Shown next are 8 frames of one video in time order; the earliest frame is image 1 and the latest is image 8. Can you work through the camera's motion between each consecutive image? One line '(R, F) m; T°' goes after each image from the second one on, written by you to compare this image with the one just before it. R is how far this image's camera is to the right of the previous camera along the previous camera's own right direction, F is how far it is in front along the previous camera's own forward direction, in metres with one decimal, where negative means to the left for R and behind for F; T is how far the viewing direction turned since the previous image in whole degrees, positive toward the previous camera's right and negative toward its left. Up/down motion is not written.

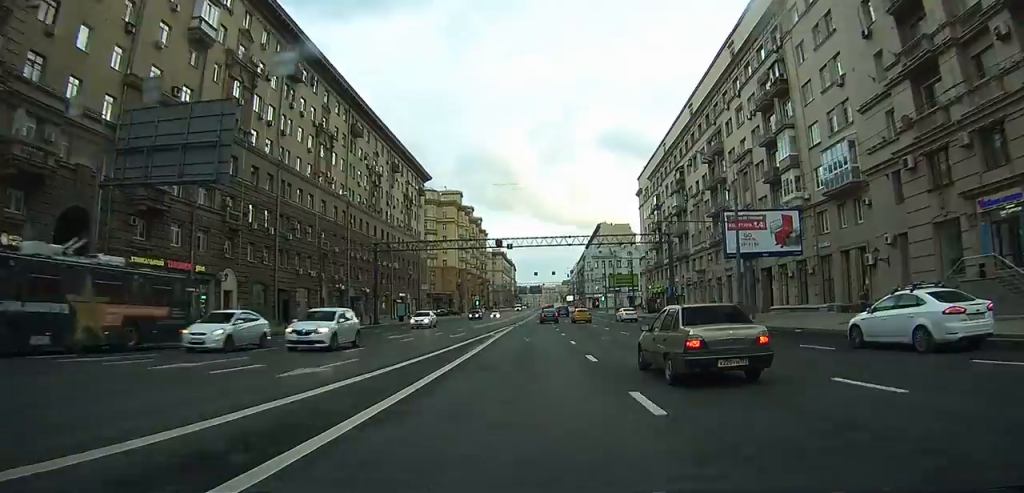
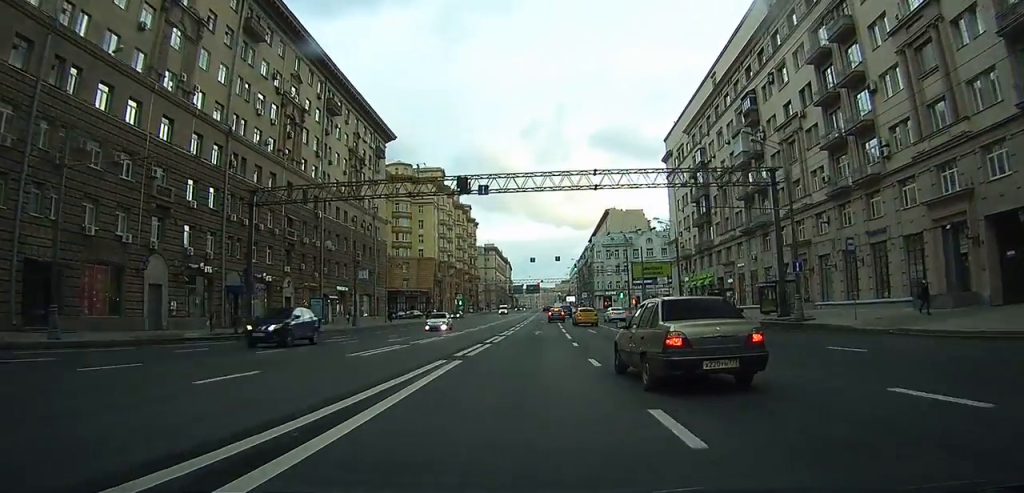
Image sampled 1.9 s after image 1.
(+0.7, +33.8) m; +1°
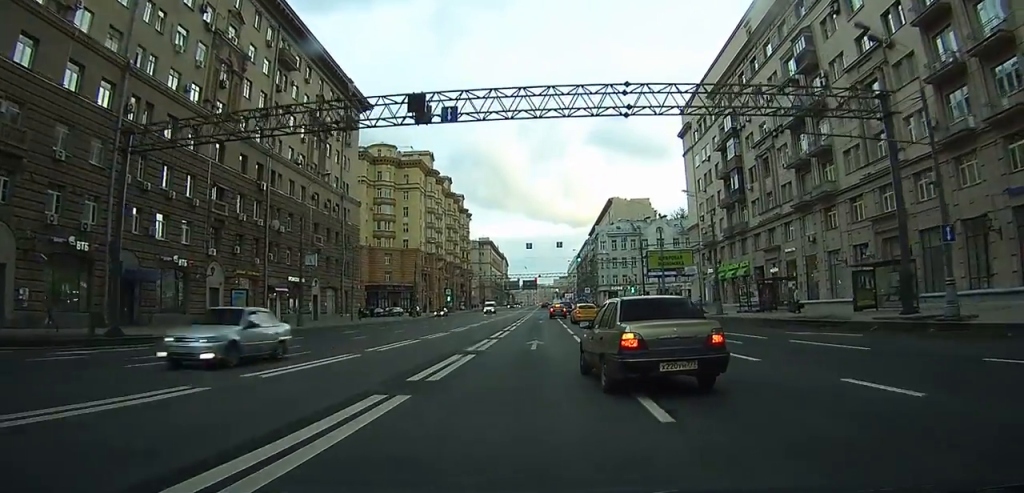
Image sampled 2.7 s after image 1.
(0.0, +14.7) m; 0°
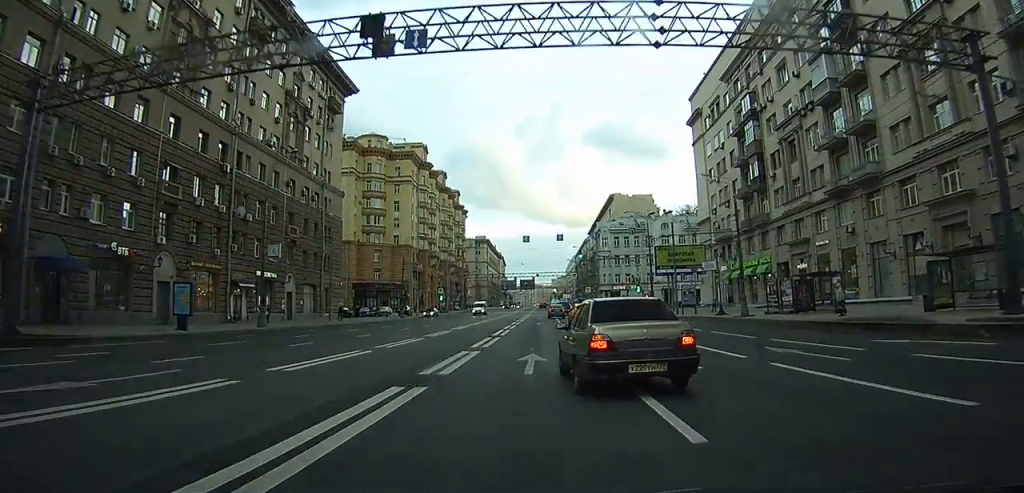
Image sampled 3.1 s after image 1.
(0.0, +7.0) m; 0°
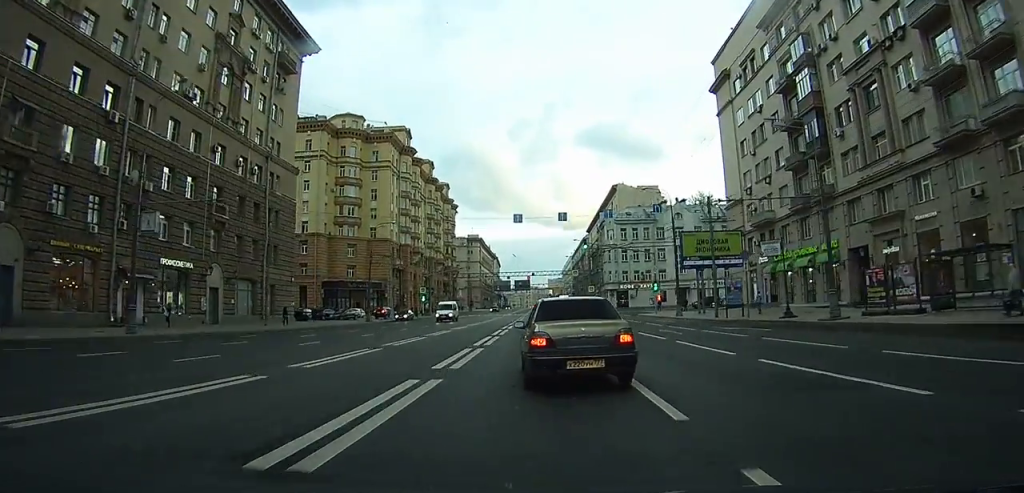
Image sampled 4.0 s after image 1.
(0.0, +15.1) m; 0°
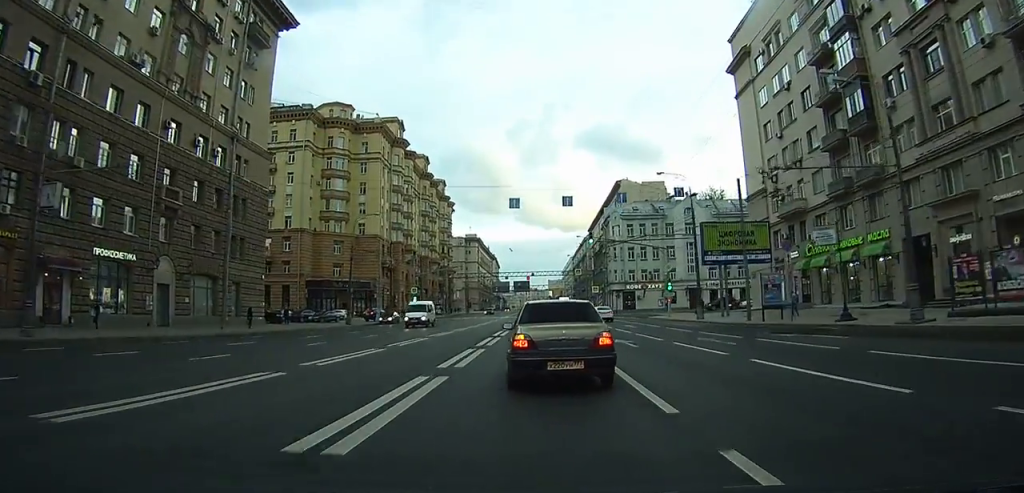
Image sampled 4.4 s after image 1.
(0.0, +7.4) m; 0°
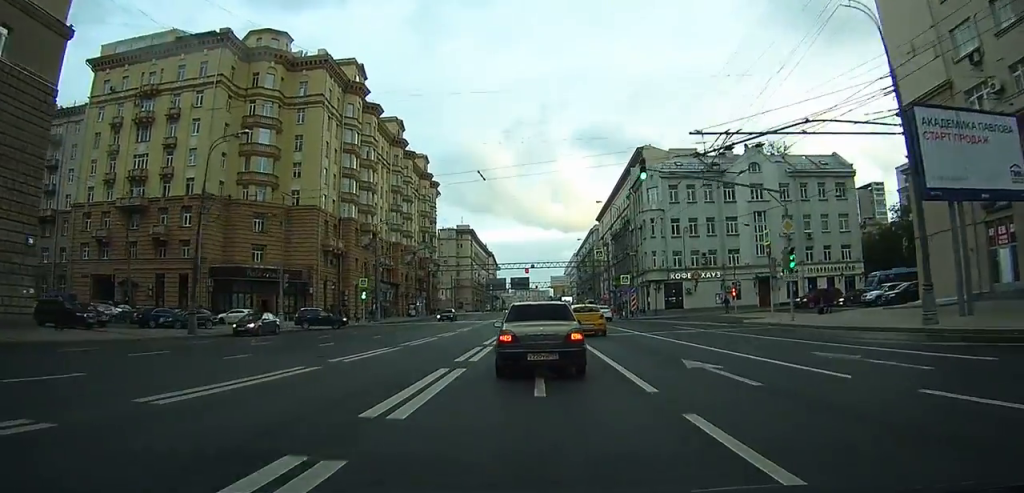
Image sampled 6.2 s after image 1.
(-0.2, +29.9) m; 0°
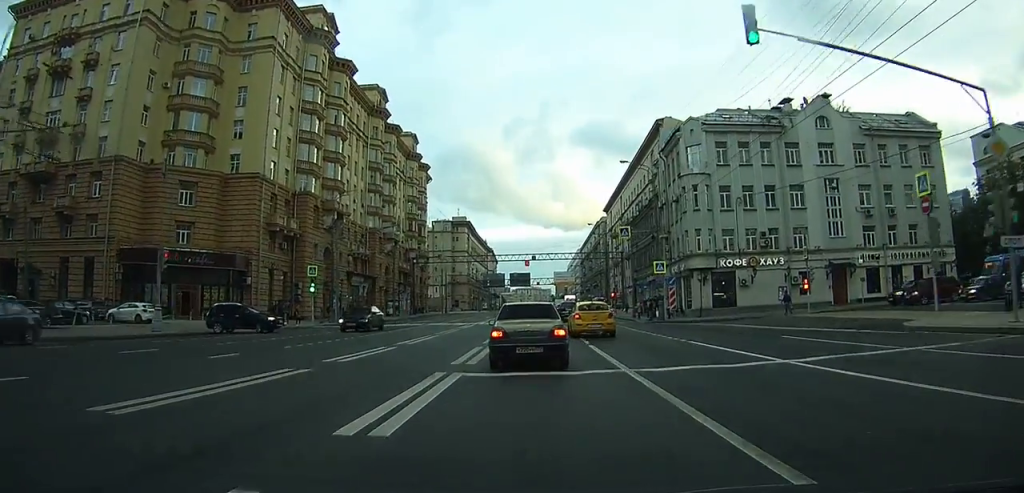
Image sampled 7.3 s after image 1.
(0.0, +16.5) m; +1°
